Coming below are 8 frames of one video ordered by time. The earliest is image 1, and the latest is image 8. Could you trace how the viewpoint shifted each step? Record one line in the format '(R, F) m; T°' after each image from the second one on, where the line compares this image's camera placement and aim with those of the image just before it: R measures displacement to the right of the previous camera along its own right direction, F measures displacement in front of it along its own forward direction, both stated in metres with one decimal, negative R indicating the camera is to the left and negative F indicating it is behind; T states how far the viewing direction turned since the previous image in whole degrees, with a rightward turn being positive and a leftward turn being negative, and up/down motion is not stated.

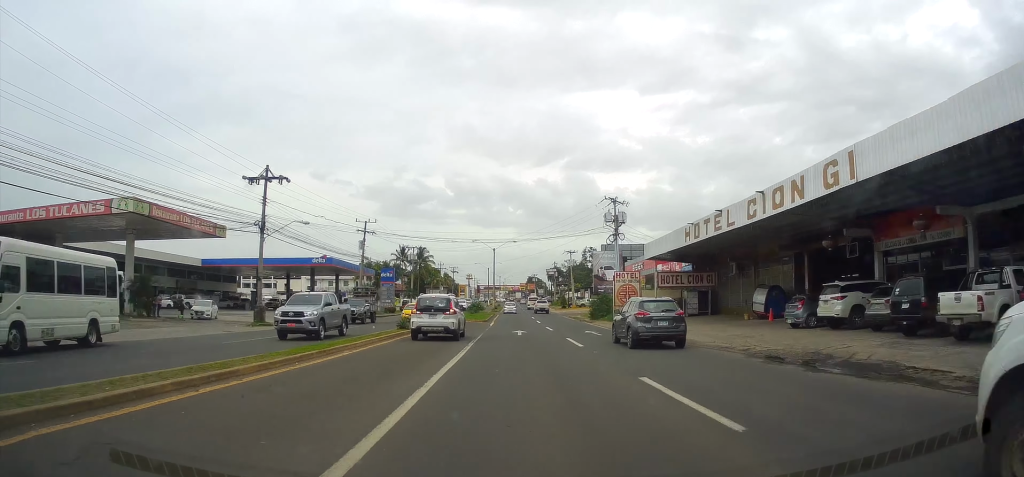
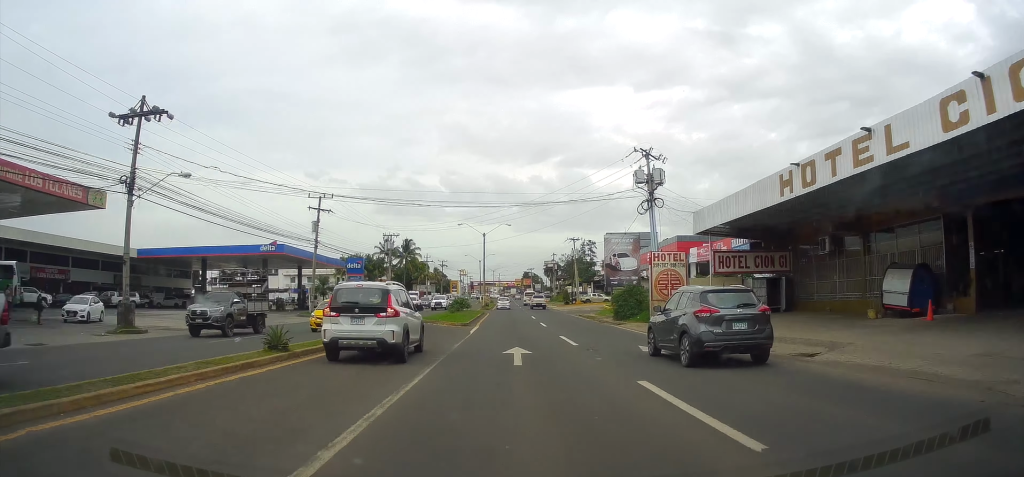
(-0.1, +14.3) m; 0°
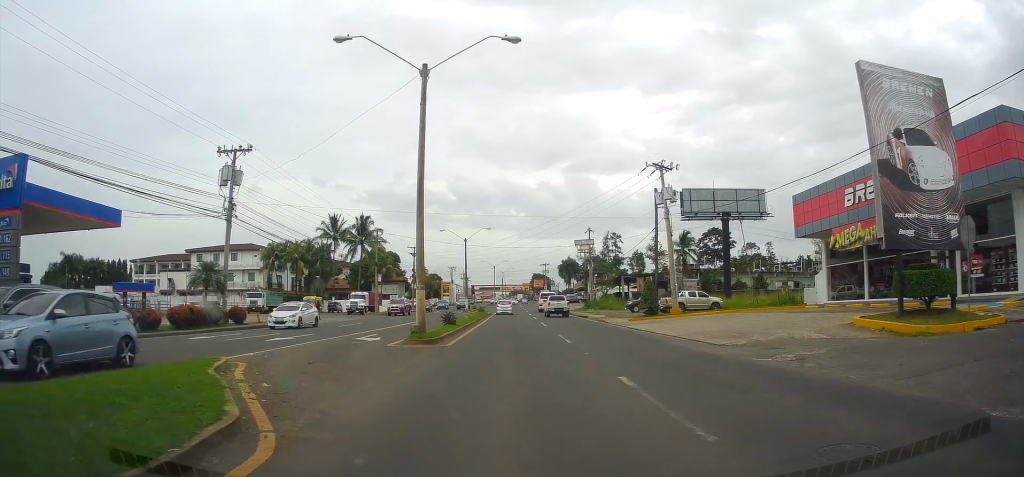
(-0.2, +51.2) m; +1°
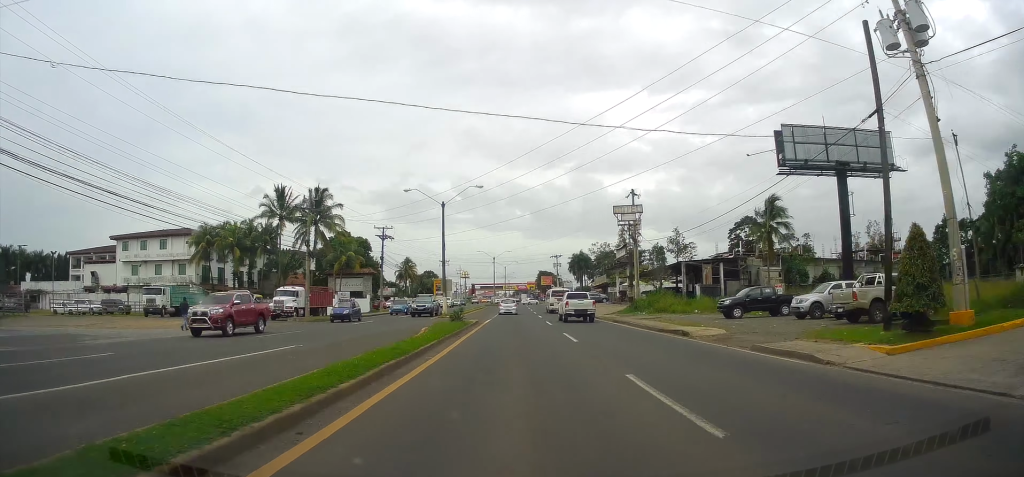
(+0.3, +26.7) m; 0°
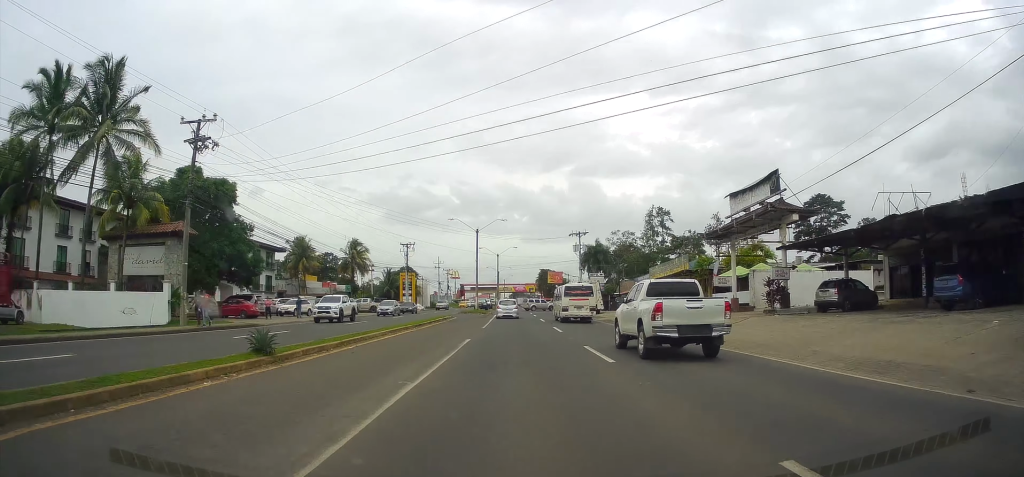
(-0.1, +46.0) m; -1°
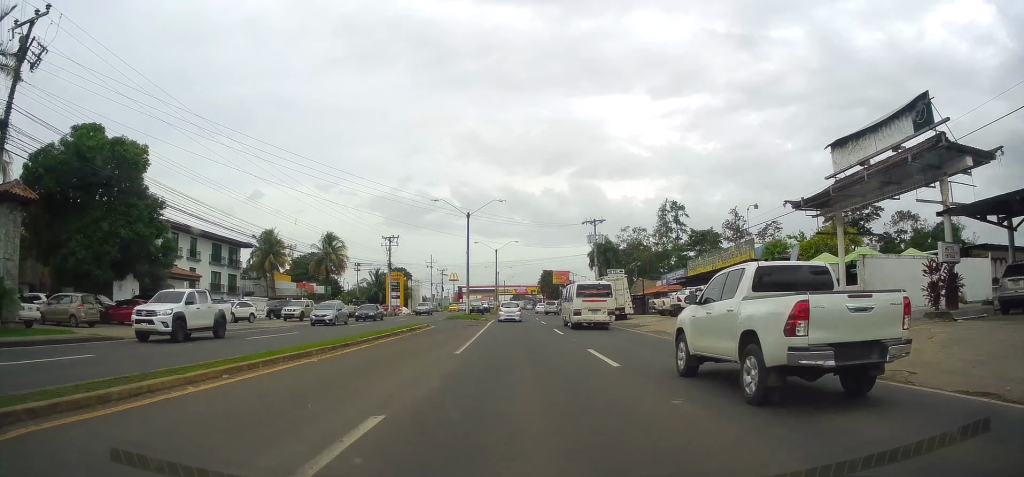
(-0.2, +13.8) m; 0°
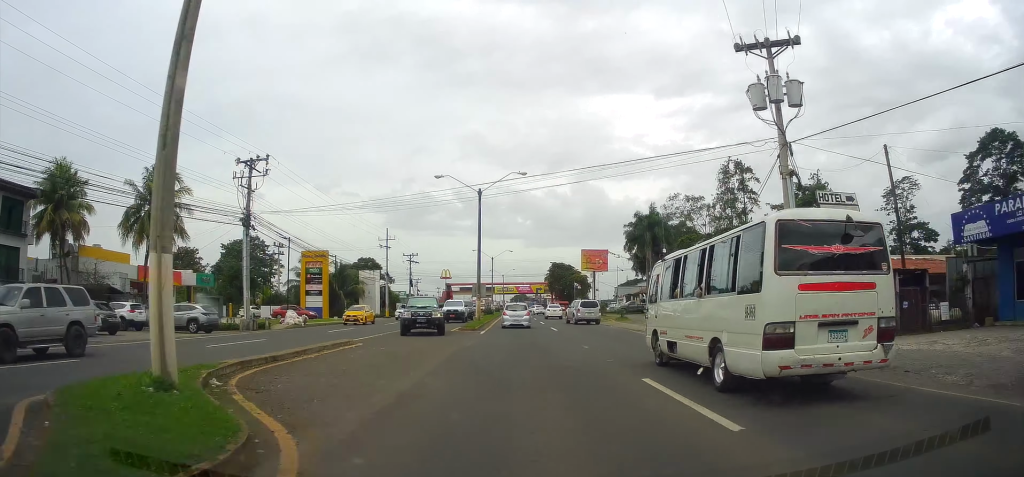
(-0.1, +43.7) m; 0°
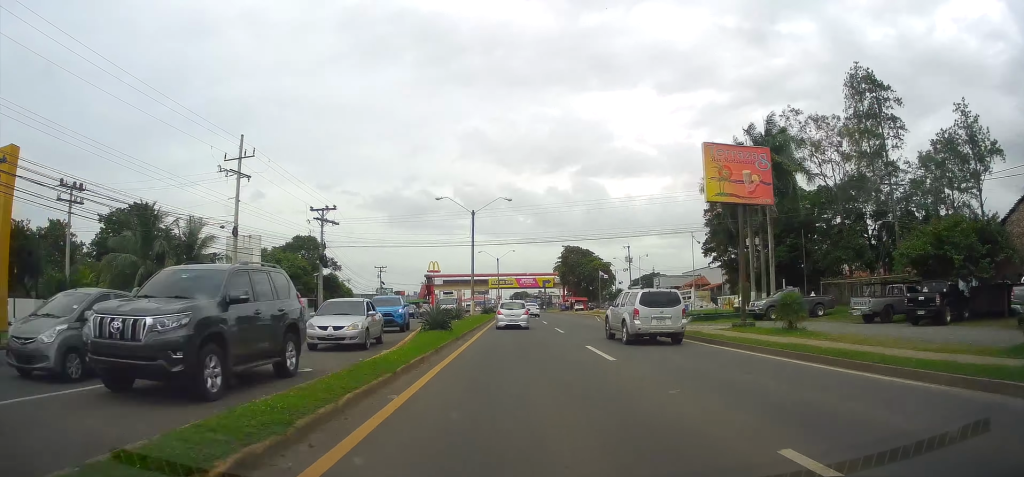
(+0.3, +43.7) m; 0°
